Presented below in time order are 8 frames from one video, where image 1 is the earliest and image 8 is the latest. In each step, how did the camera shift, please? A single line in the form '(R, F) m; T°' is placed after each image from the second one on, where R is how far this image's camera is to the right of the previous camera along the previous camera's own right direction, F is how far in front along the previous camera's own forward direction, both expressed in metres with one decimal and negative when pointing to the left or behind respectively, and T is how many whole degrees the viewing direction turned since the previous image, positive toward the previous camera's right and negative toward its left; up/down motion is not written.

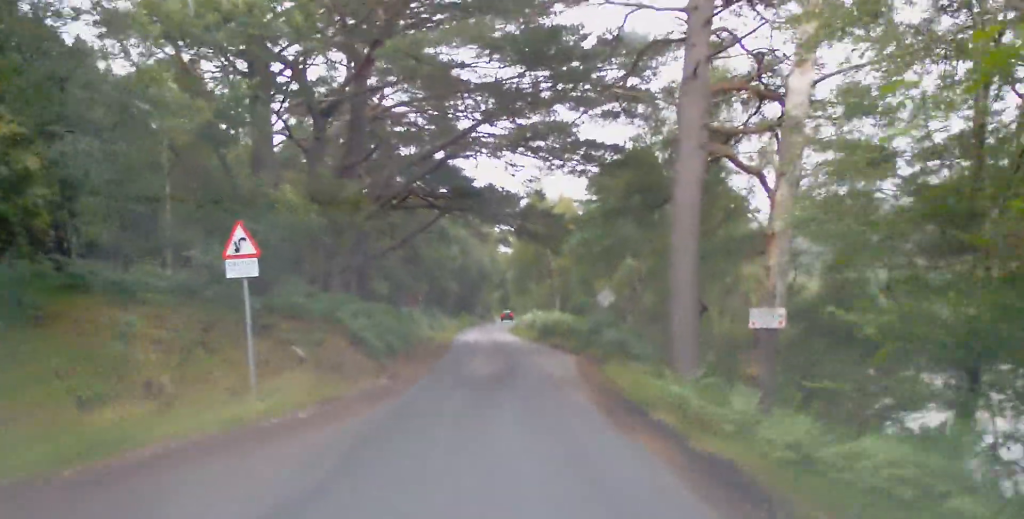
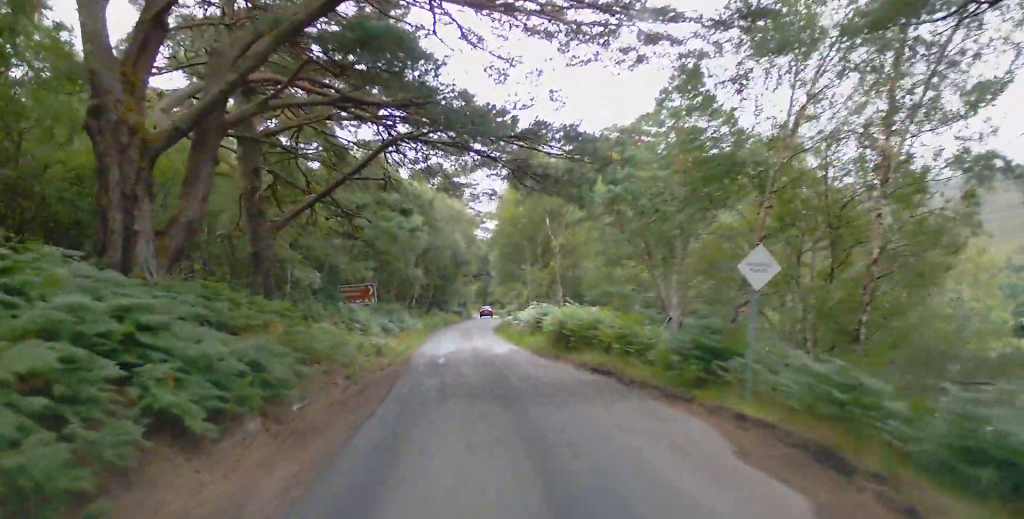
(+0.3, +14.4) m; 0°
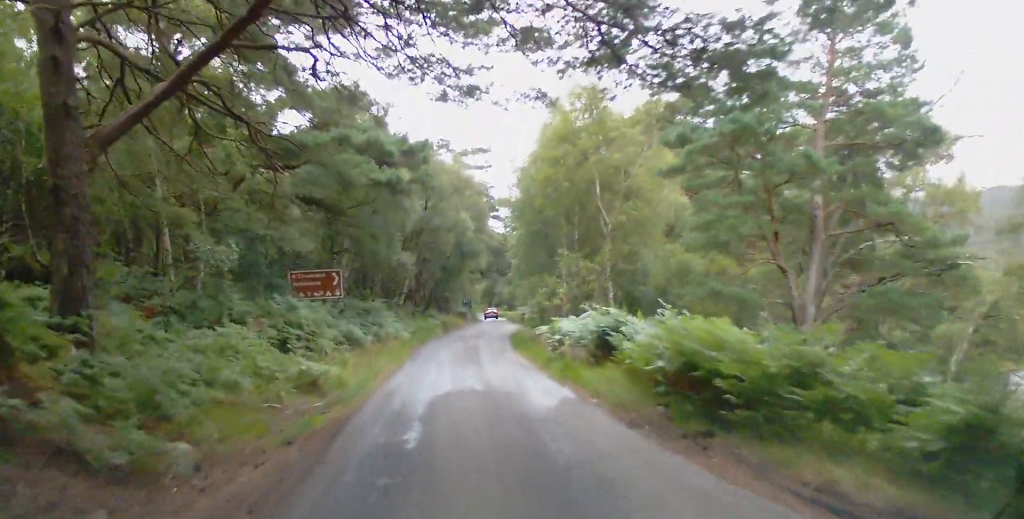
(-0.3, +11.2) m; -1°
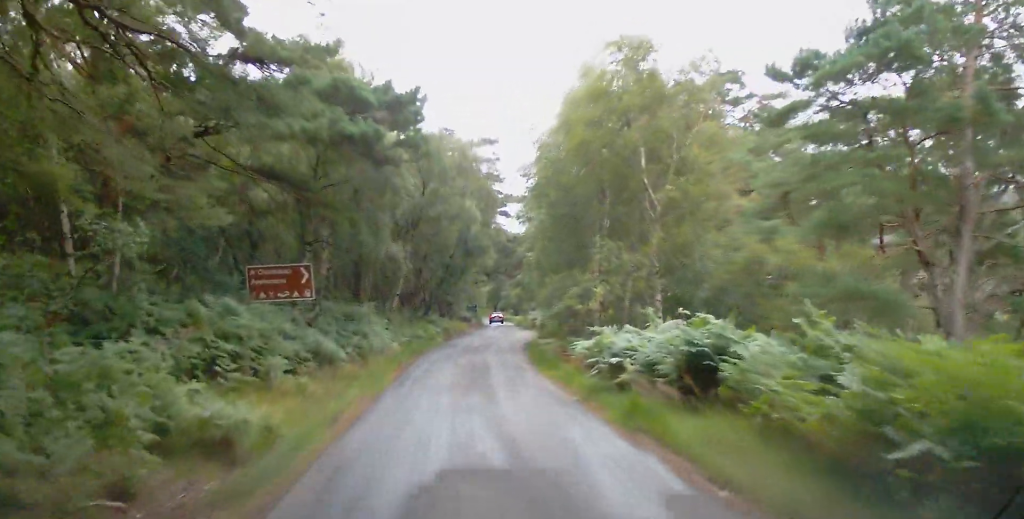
(0.0, +5.6) m; +1°
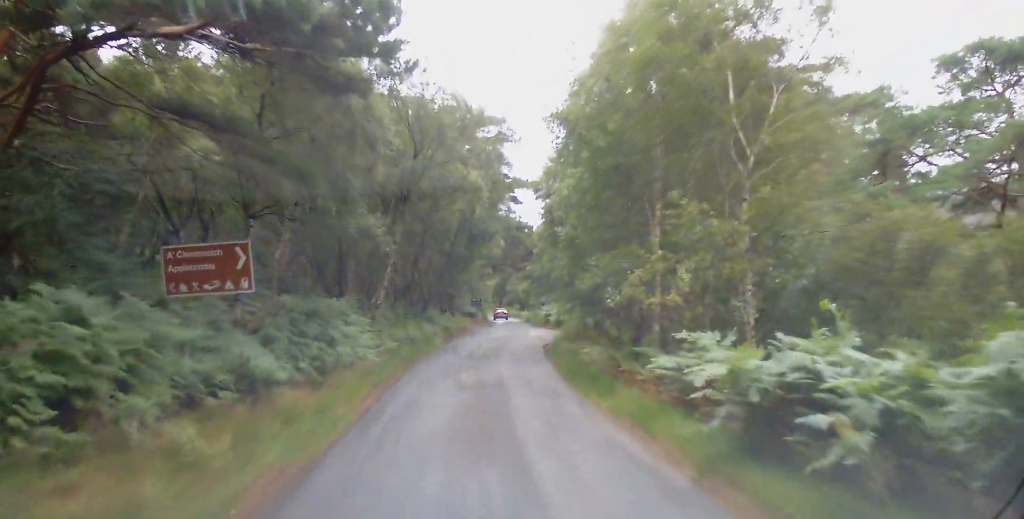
(0.0, +6.0) m; +2°
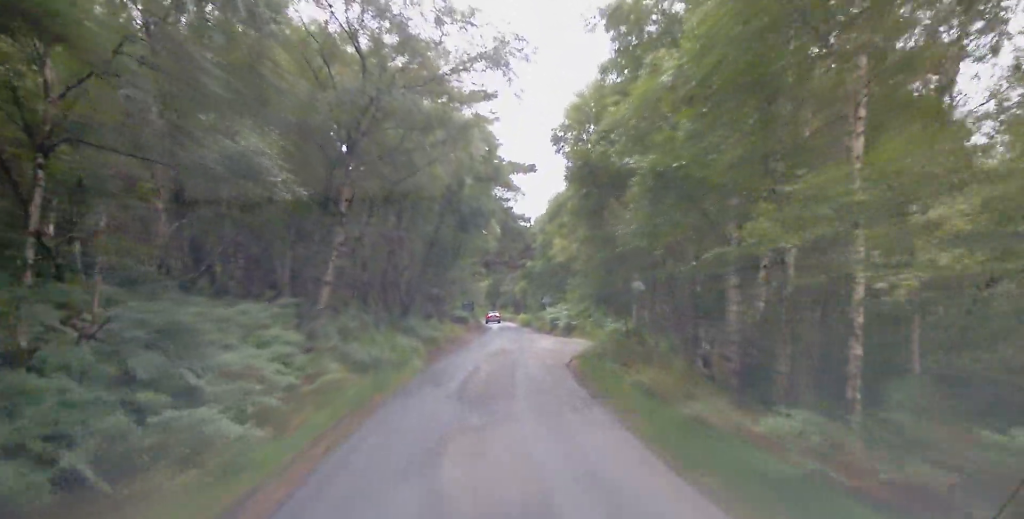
(+0.3, +8.3) m; +2°
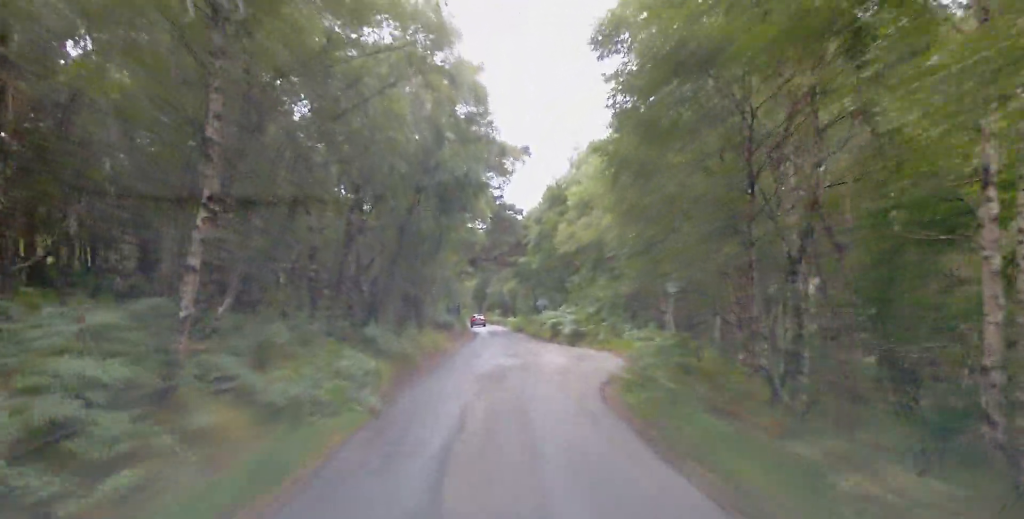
(+0.1, +7.3) m; 0°
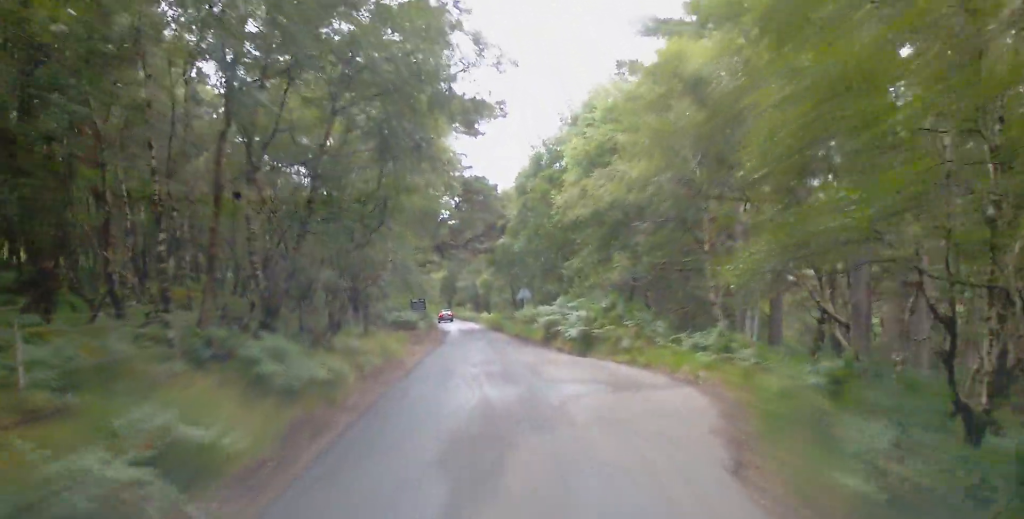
(-0.1, +9.2) m; +1°
